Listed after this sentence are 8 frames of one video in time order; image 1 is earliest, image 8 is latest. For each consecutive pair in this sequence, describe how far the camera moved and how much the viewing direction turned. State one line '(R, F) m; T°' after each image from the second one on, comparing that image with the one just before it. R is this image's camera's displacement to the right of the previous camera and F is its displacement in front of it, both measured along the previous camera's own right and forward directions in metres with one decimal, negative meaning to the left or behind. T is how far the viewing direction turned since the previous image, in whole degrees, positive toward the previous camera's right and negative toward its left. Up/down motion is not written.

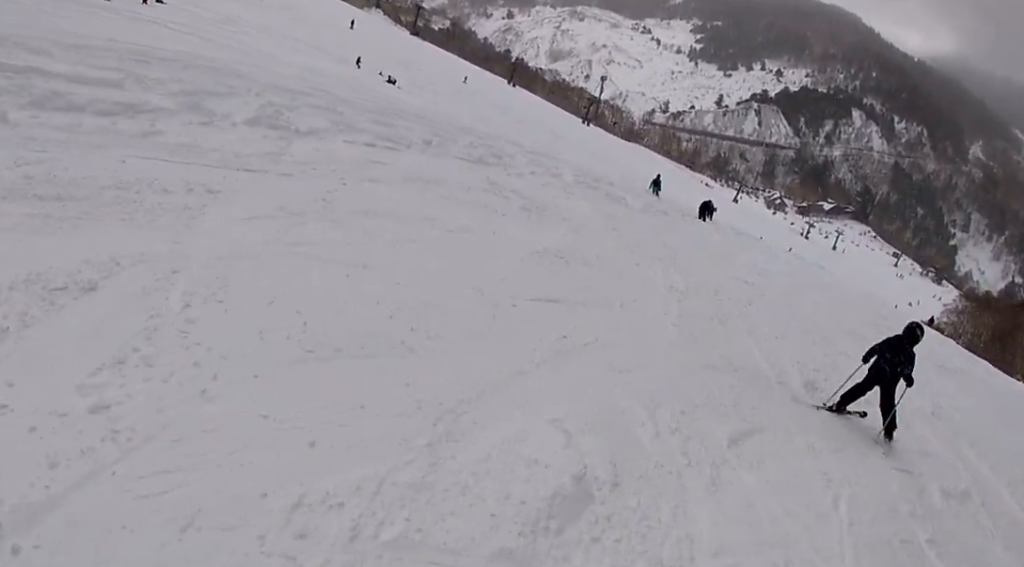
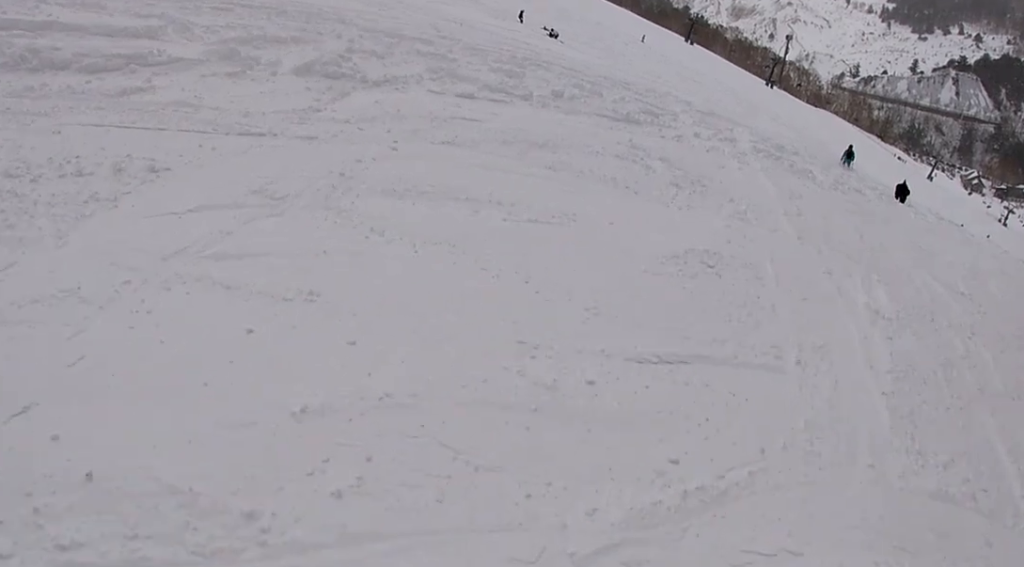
(-1.3, +1.8) m; -9°
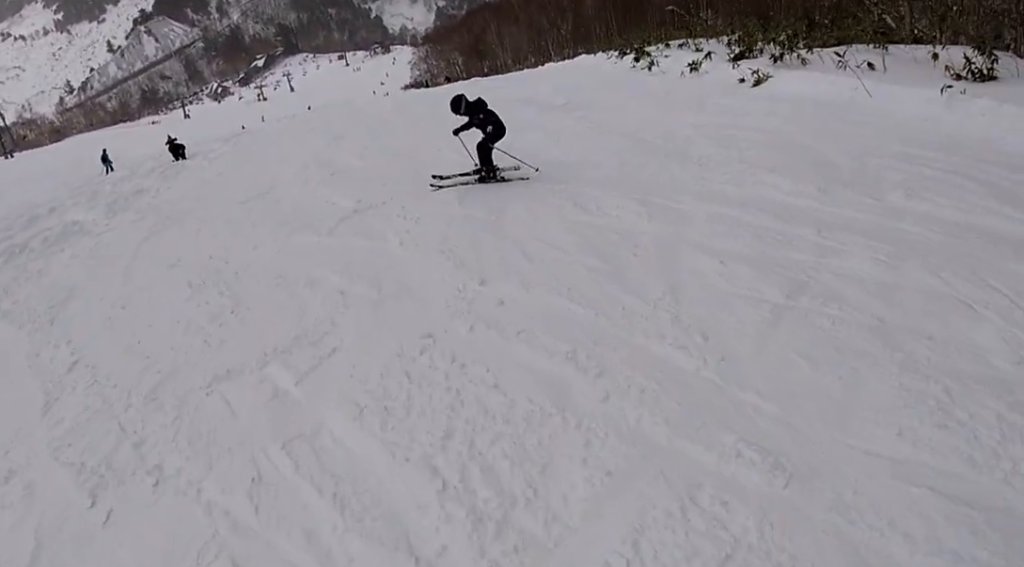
(+2.7, +5.6) m; +49°
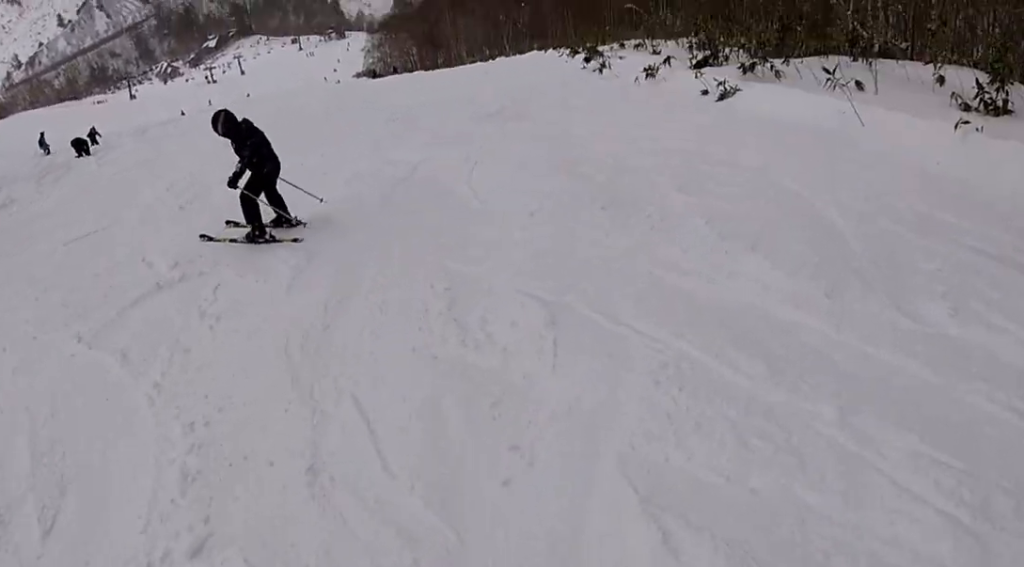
(+0.4, +2.8) m; +11°
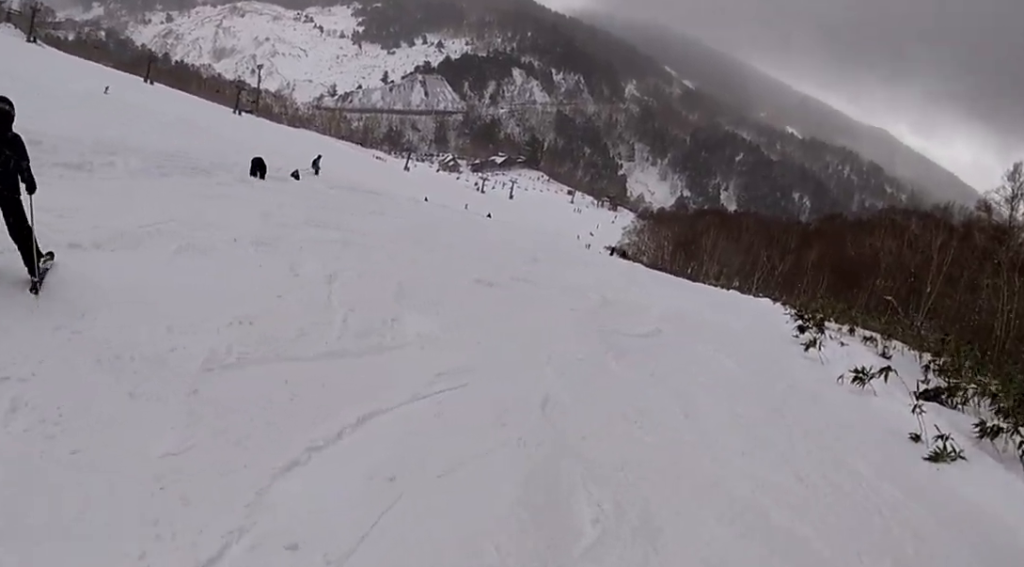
(+0.7, +3.6) m; -17°
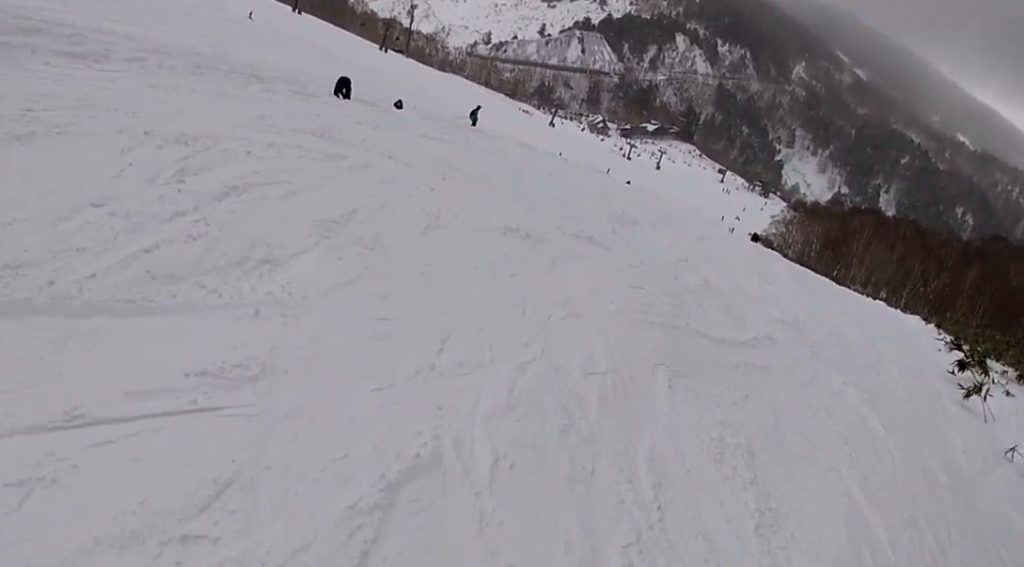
(-1.2, +2.4) m; -22°
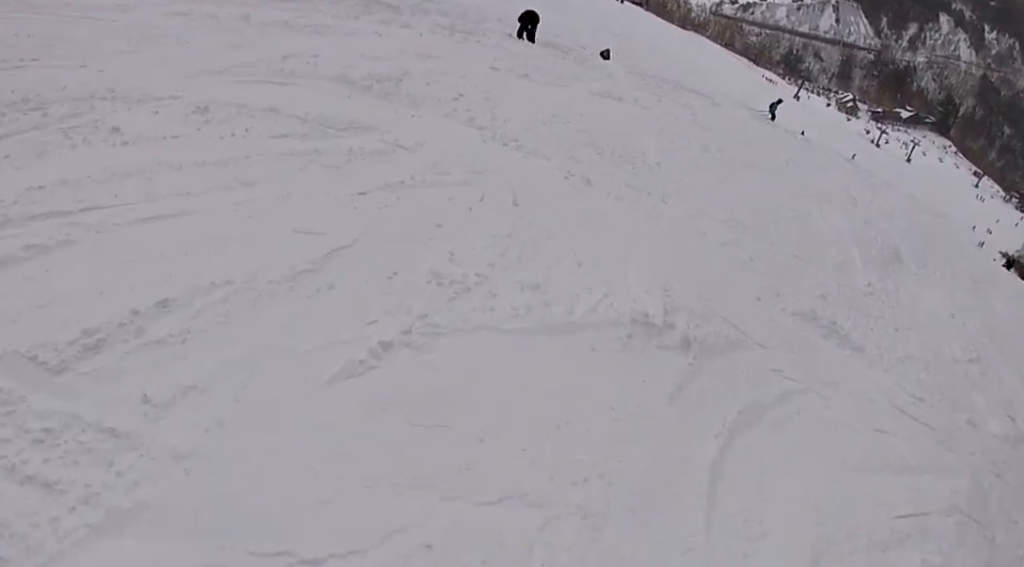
(-0.5, +3.9) m; -3°
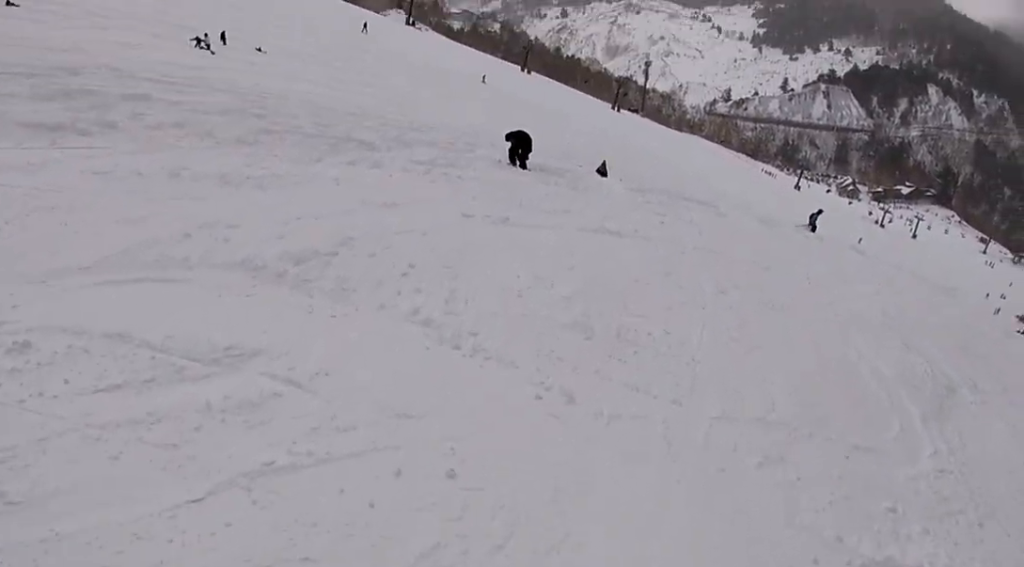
(-0.1, +1.9) m; +3°
